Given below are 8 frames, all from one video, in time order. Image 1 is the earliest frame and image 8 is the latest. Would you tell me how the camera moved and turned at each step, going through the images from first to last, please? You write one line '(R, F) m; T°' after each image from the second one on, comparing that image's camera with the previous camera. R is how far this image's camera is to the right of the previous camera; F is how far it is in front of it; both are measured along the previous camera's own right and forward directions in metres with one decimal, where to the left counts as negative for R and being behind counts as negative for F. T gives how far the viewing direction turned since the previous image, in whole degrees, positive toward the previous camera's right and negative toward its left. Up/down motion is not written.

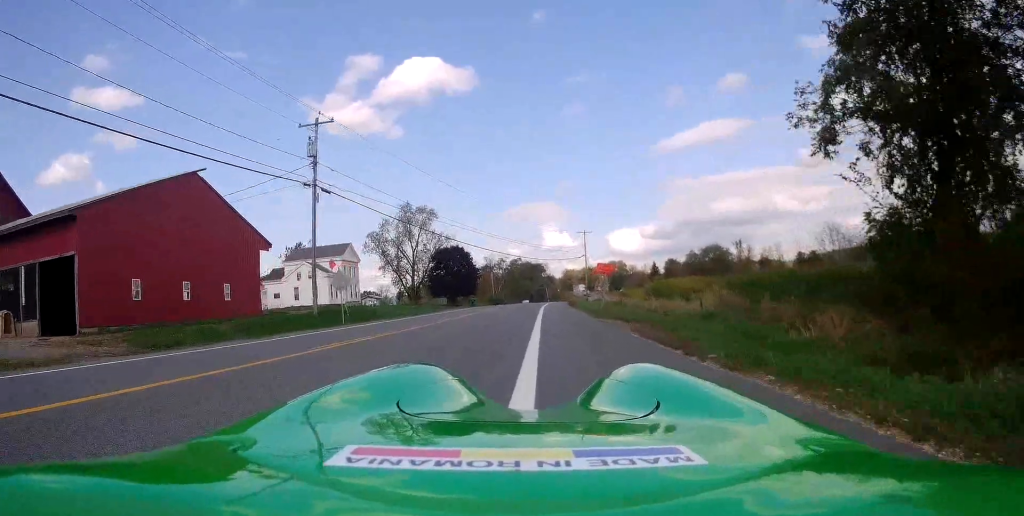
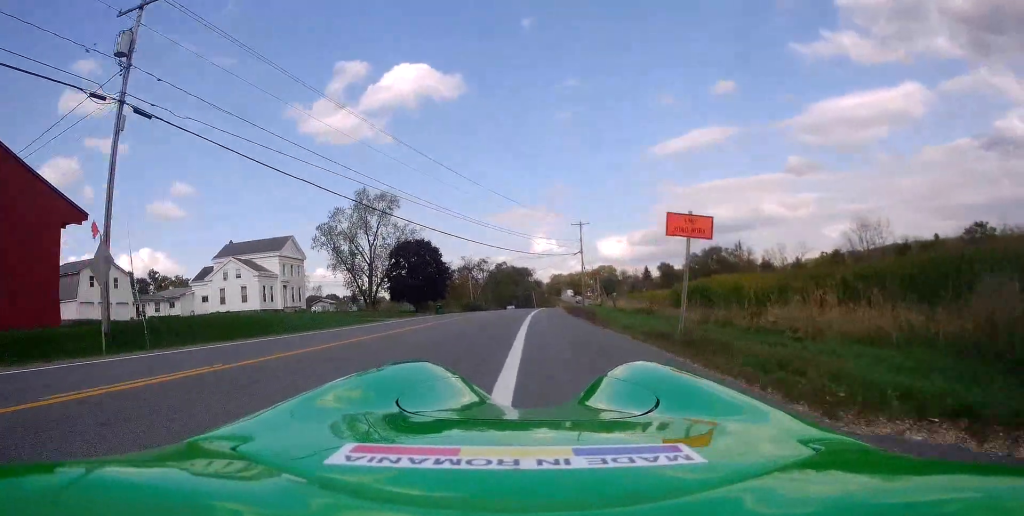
(-0.3, +17.6) m; +1°
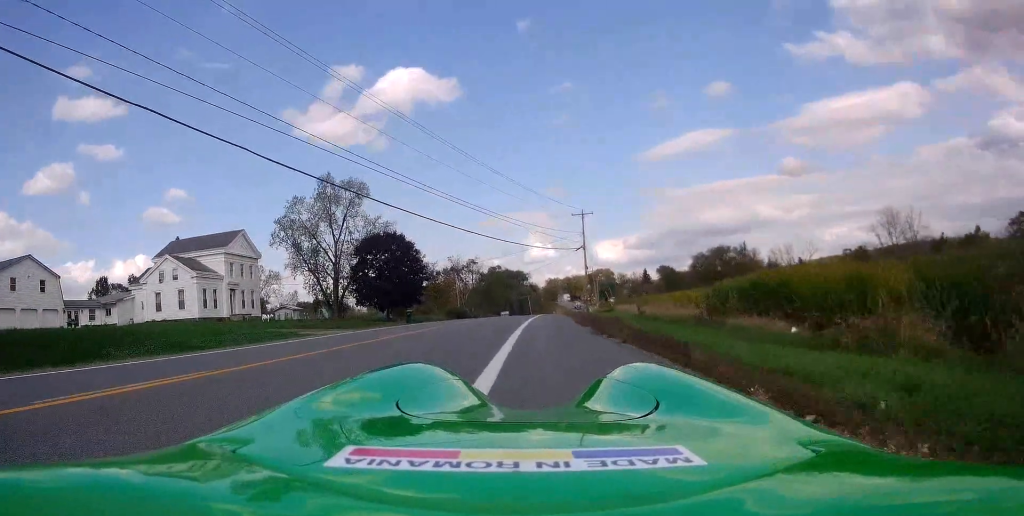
(+0.5, +11.5) m; +2°
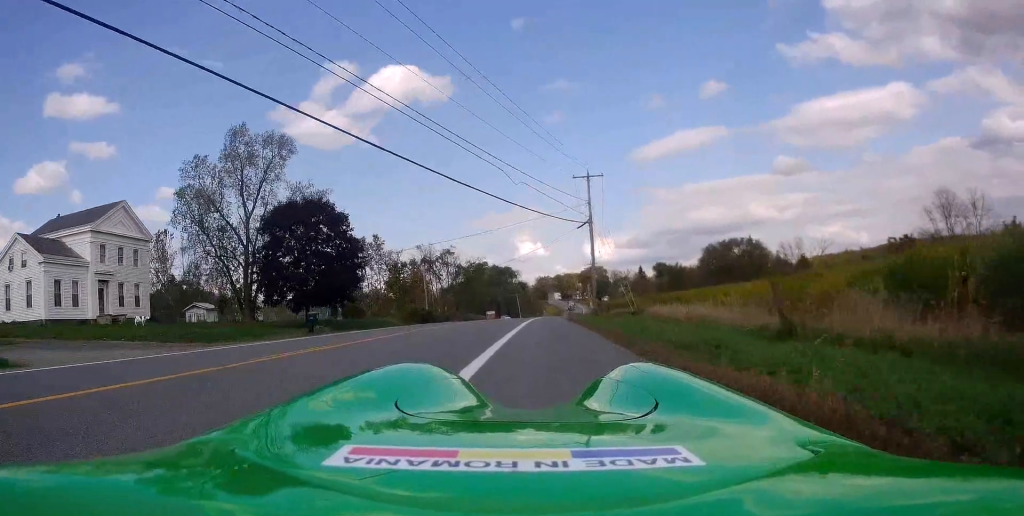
(-0.7, +19.2) m; -2°
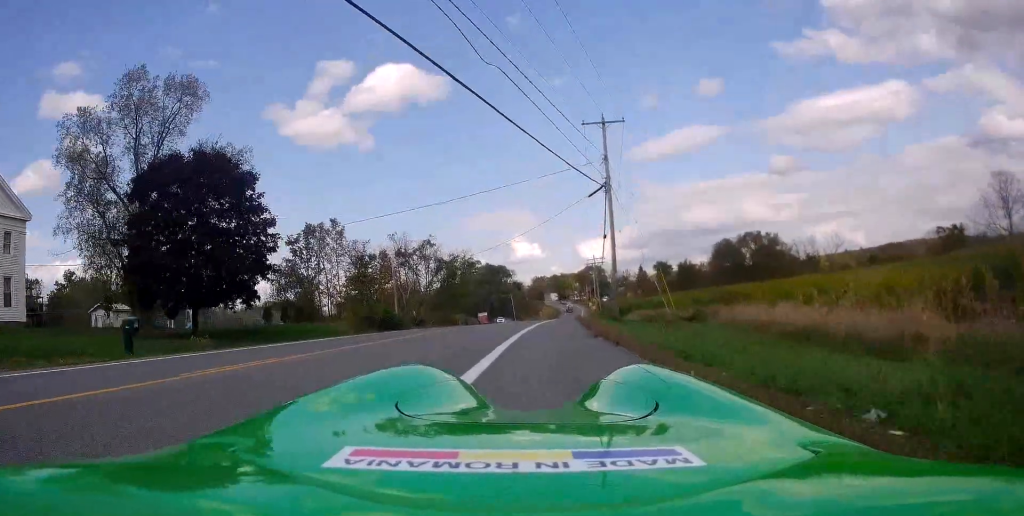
(0.0, +14.5) m; +1°
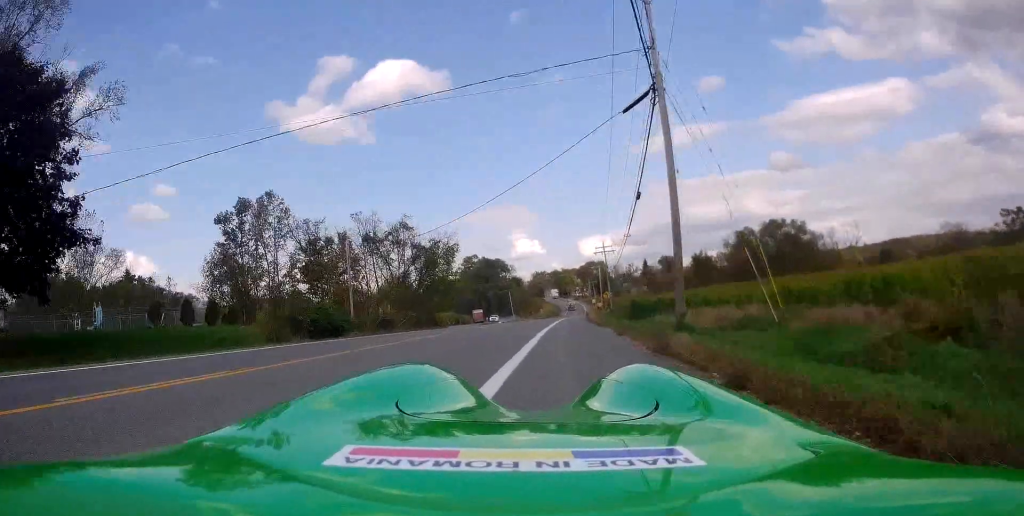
(+0.3, +14.8) m; -1°
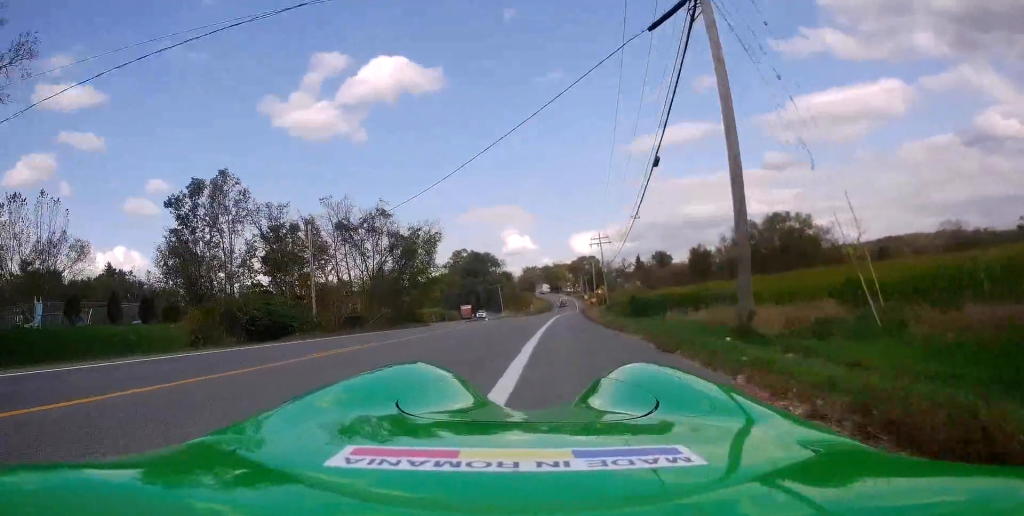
(-0.1, +6.3) m; 0°
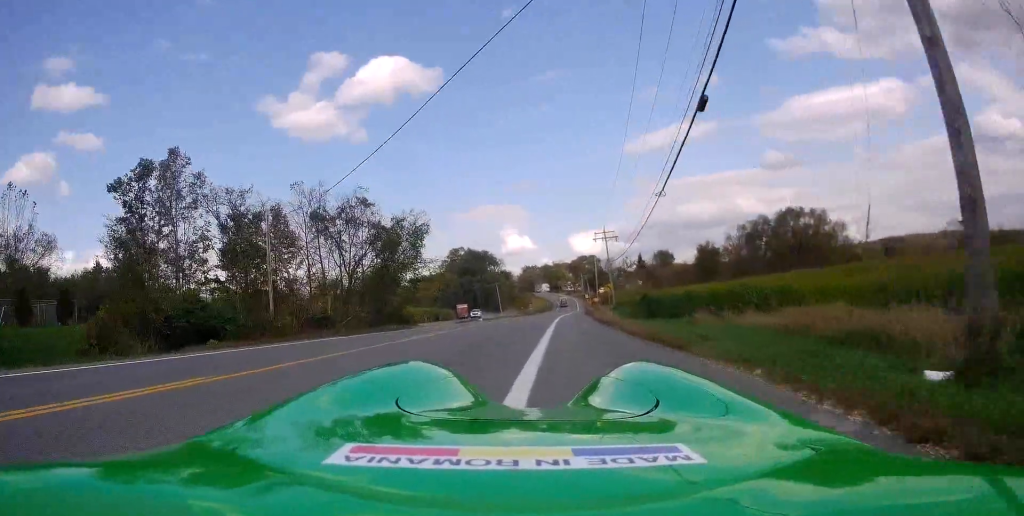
(-0.3, +6.8) m; 0°
